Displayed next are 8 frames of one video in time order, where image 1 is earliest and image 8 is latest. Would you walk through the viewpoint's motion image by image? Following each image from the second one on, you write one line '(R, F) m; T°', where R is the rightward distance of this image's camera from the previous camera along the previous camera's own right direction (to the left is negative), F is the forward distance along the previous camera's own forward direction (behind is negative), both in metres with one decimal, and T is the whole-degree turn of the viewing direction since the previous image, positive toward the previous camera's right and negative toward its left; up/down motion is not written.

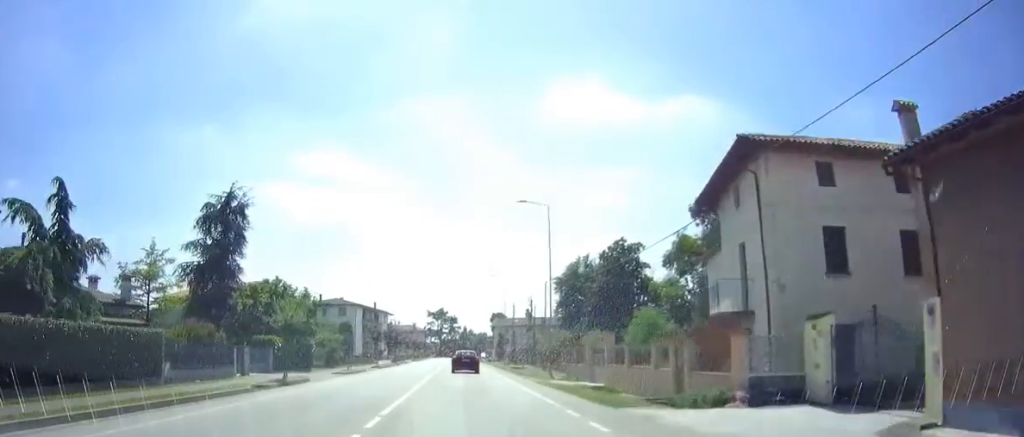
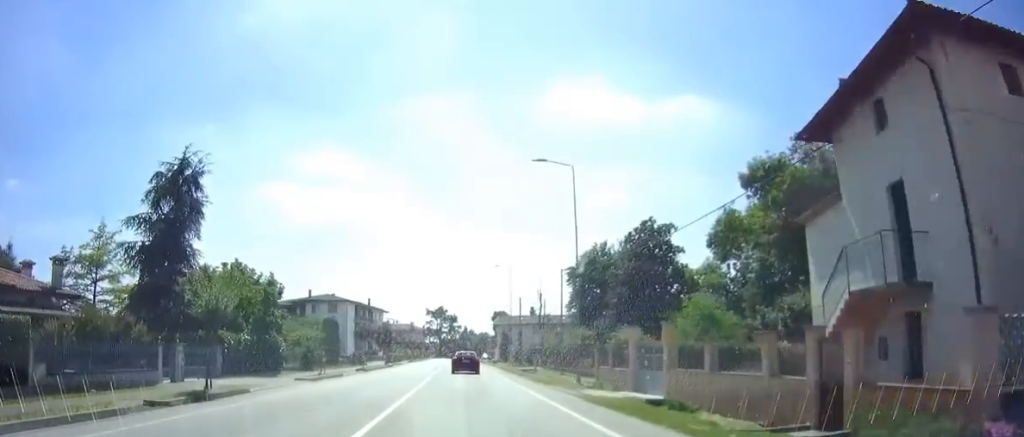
(+0.1, +8.0) m; +1°
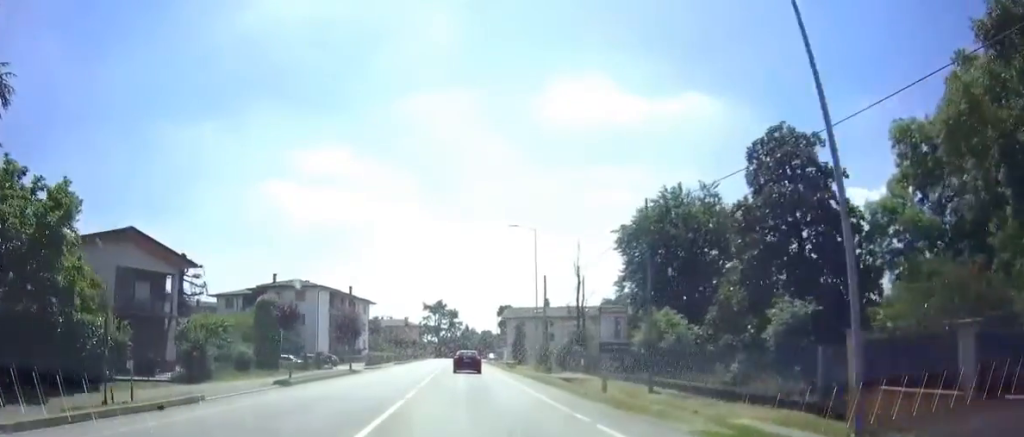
(+0.3, +19.9) m; 0°
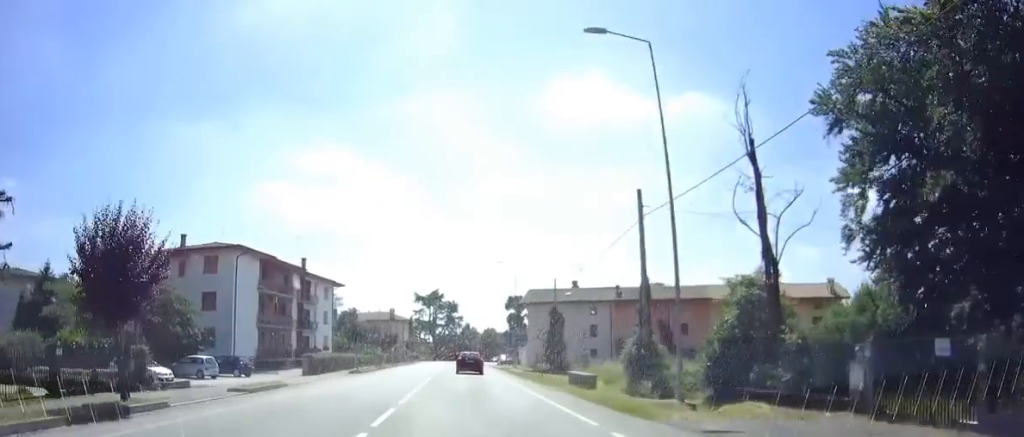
(-0.3, +28.9) m; -1°
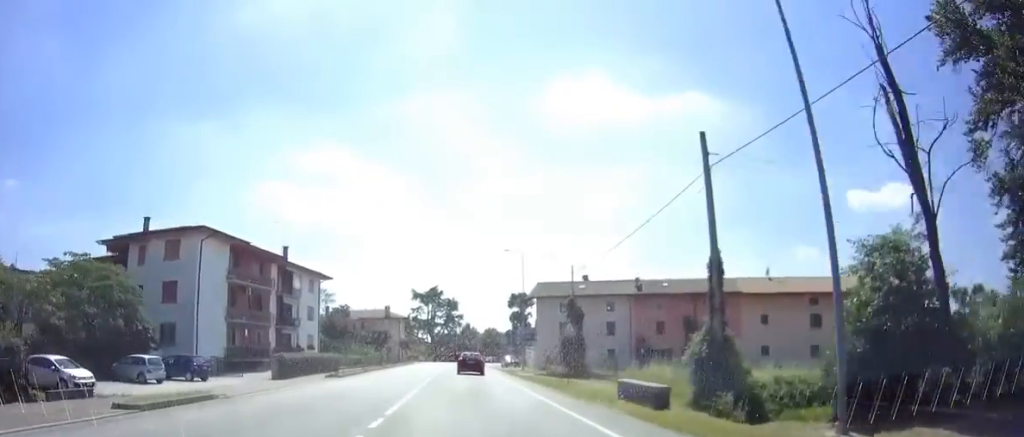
(+0.1, +6.5) m; 0°
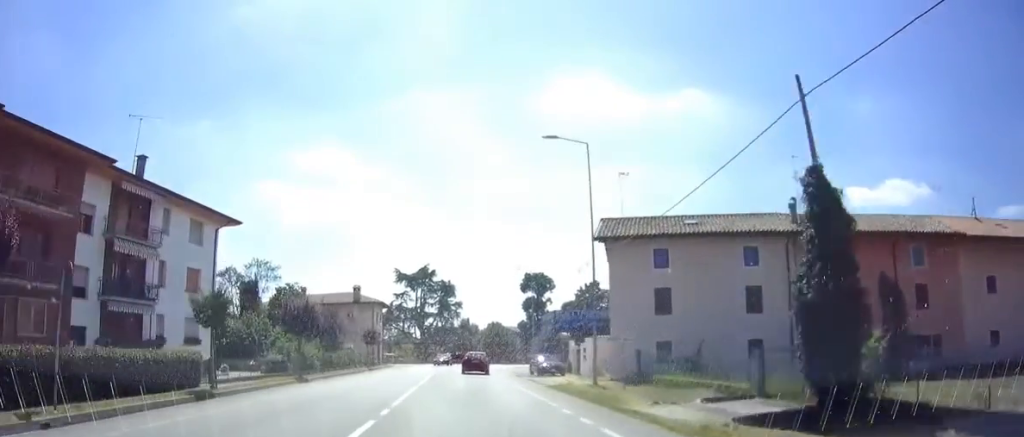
(-0.1, +28.2) m; +1°
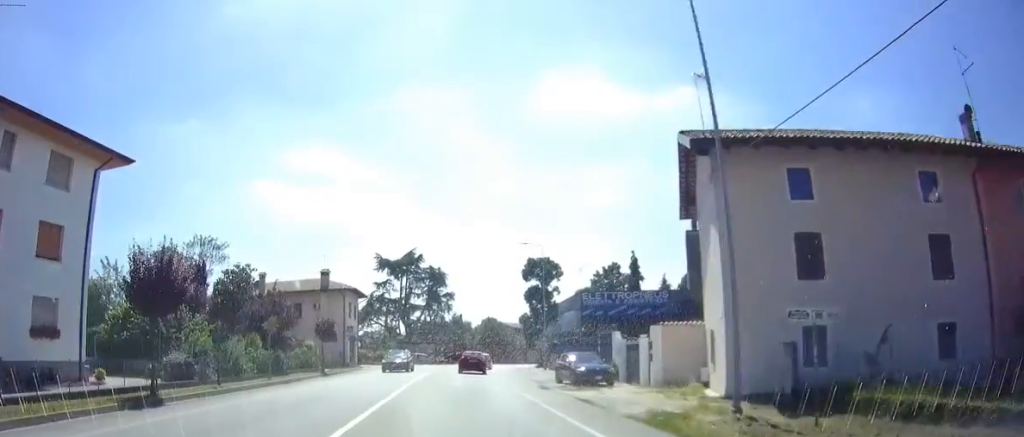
(+0.2, +13.5) m; +1°
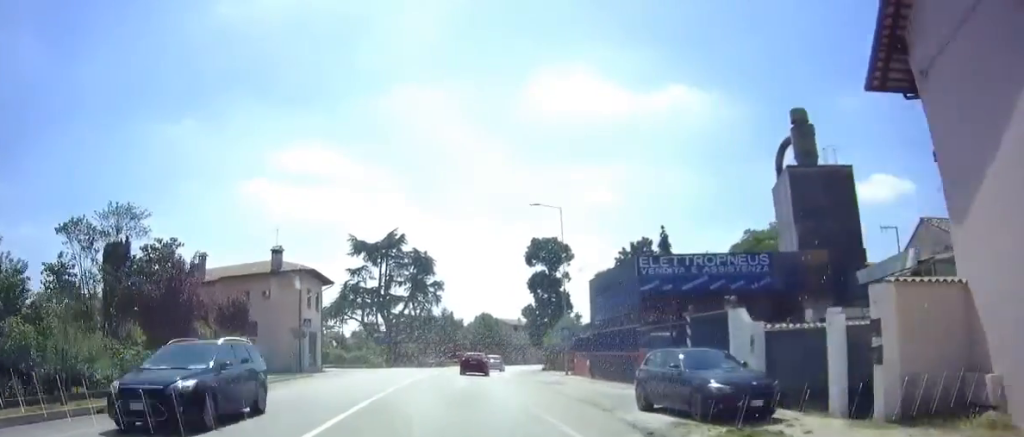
(0.0, +12.5) m; 0°
